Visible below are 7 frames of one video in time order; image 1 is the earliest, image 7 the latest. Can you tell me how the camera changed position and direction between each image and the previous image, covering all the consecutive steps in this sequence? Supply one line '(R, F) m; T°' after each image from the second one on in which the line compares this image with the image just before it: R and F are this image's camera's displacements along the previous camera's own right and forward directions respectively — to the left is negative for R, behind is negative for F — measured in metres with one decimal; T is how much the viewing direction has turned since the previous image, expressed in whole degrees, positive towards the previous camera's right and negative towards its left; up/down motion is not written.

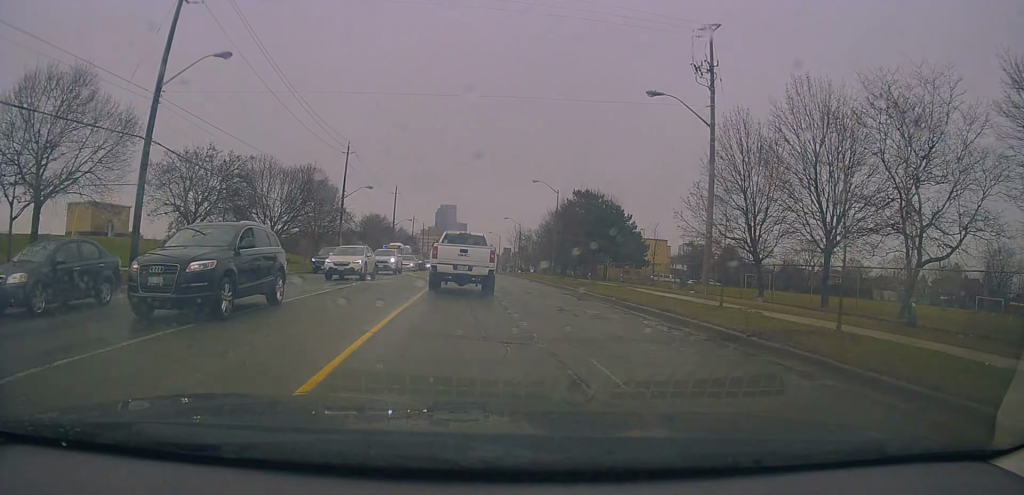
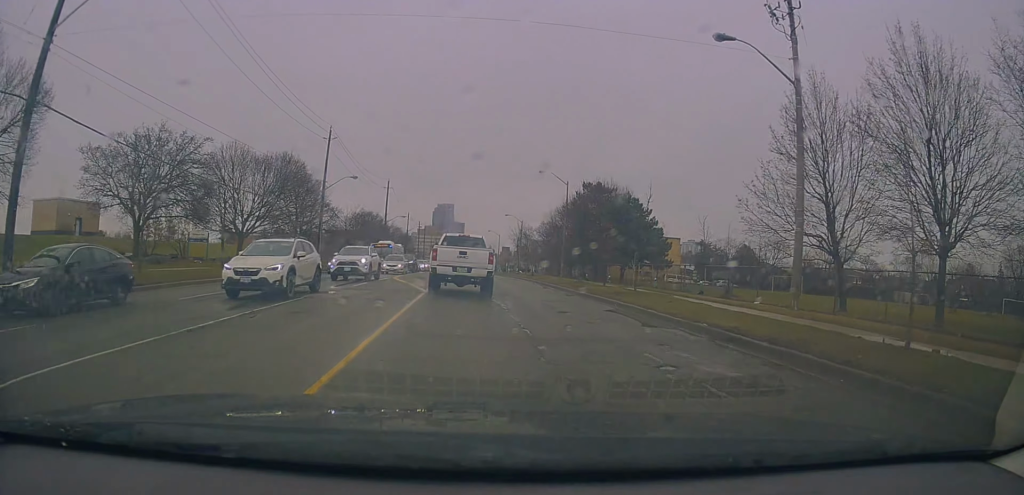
(-0.2, +7.9) m; +1°
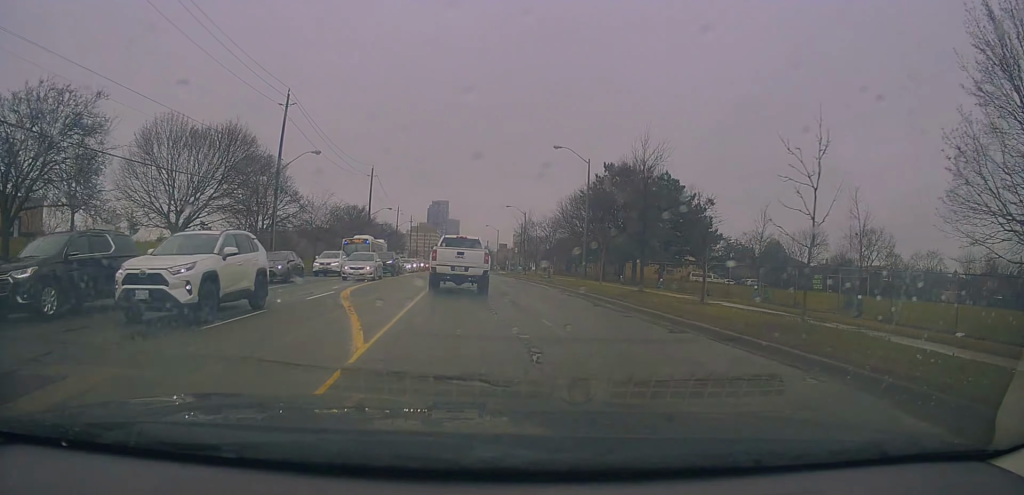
(+0.4, +12.5) m; +4°
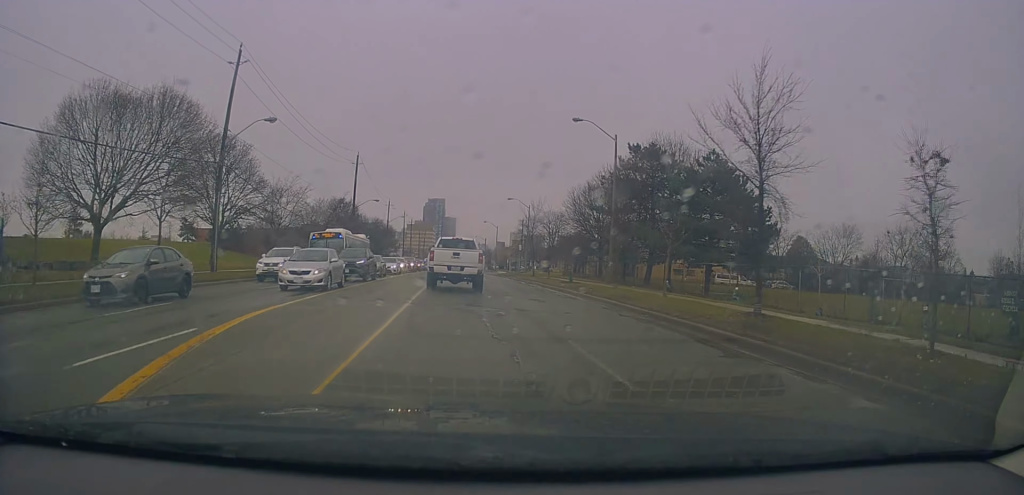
(+0.2, +9.2) m; +1°
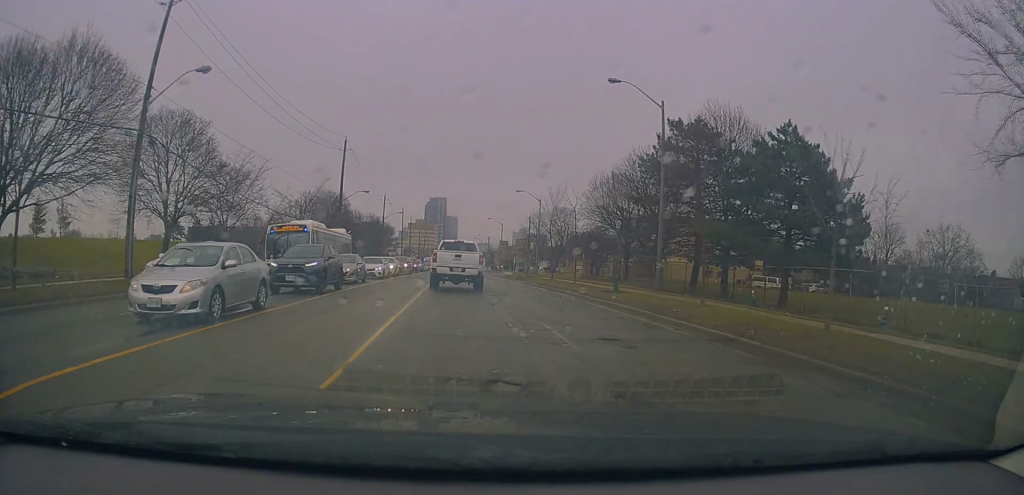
(-0.1, +9.0) m; -2°
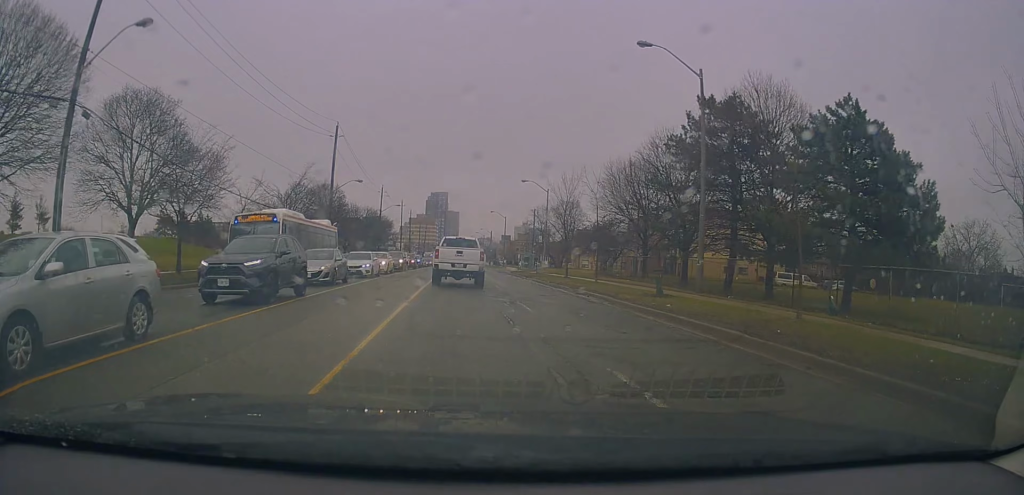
(0.0, +5.1) m; -2°
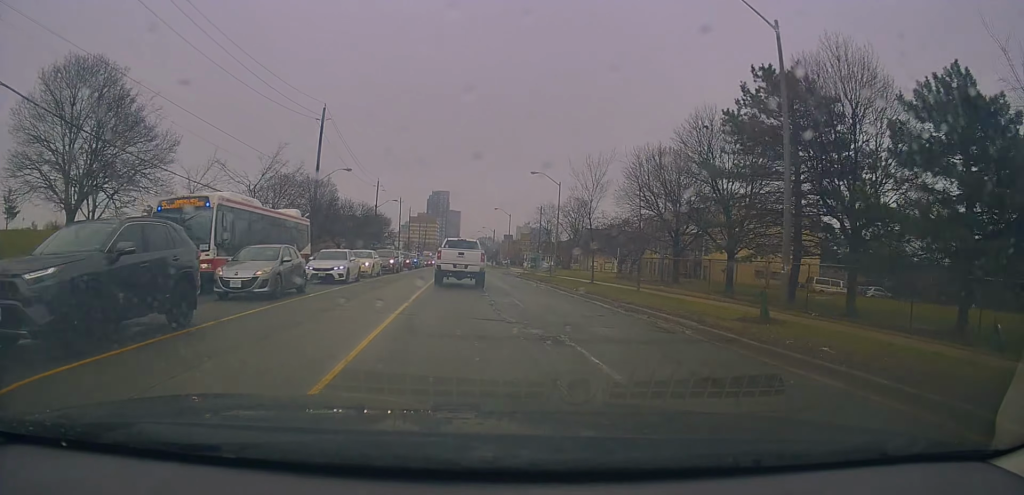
(+0.2, +6.7) m; -2°
